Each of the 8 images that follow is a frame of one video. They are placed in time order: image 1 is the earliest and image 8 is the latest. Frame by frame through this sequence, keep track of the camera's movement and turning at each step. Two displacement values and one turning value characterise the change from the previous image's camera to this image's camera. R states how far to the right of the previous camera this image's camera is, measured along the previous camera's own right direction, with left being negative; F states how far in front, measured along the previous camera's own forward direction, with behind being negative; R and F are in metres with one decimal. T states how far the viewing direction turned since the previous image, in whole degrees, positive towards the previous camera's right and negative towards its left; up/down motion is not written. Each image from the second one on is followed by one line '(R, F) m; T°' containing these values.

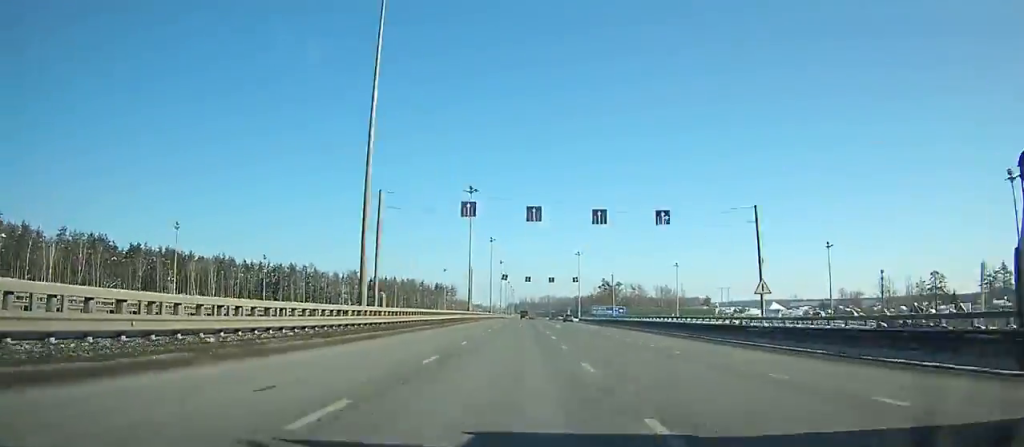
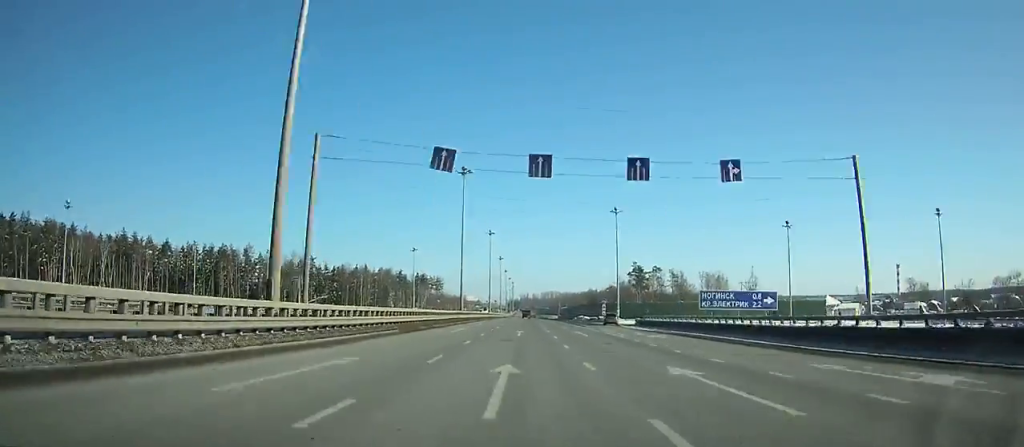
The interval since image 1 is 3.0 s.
(-0.1, +72.6) m; 0°
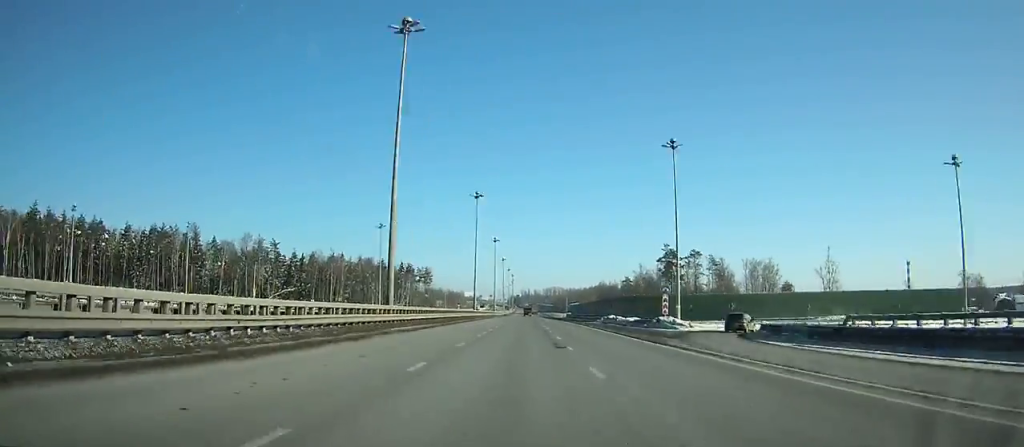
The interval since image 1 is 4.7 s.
(0.0, +41.4) m; 0°
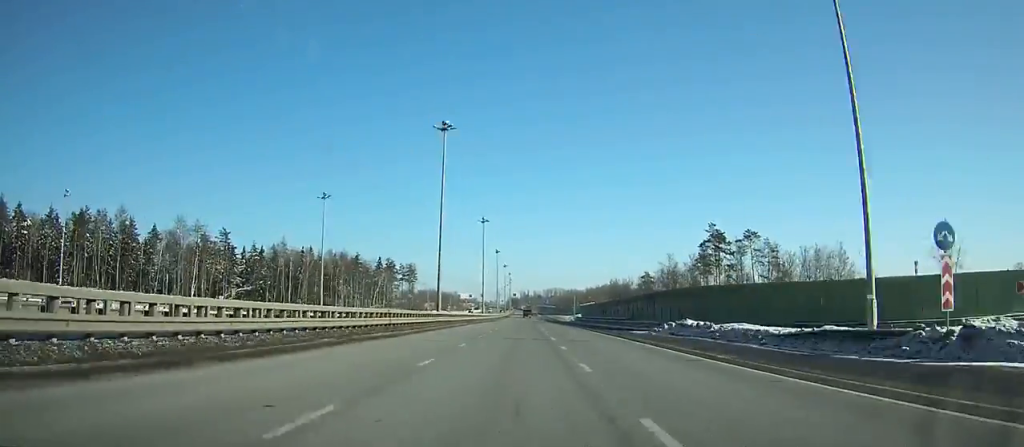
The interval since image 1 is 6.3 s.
(+0.1, +39.2) m; 0°
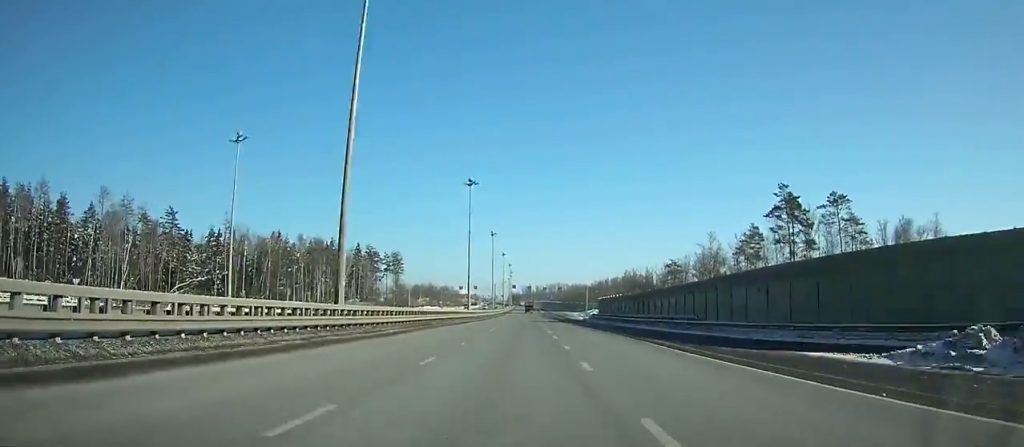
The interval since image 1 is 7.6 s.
(+0.1, +31.8) m; 0°
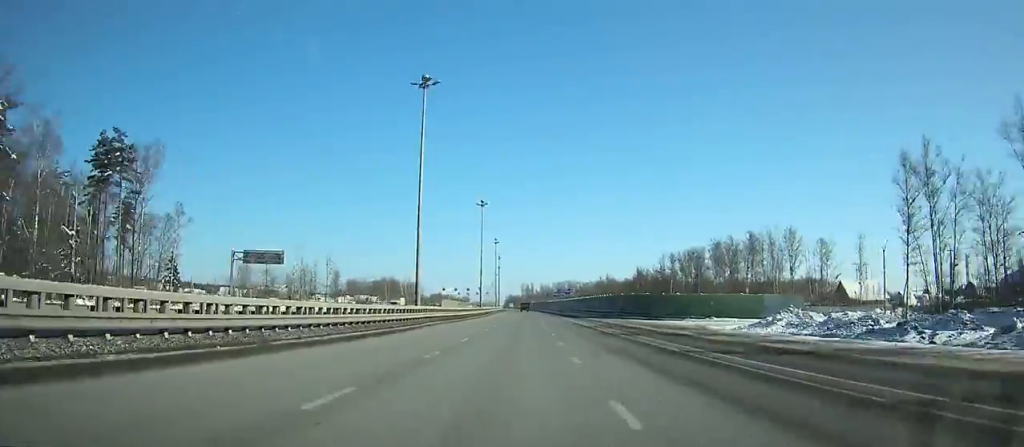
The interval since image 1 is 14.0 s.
(-0.1, +158.1) m; 0°
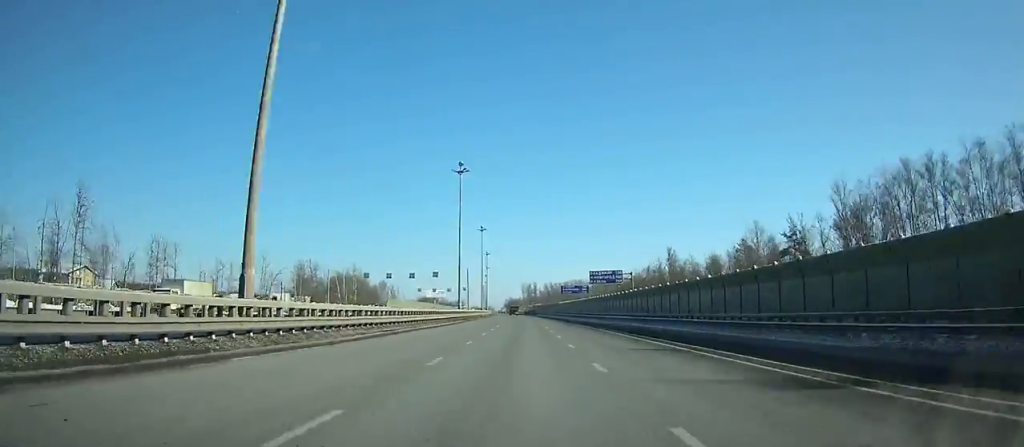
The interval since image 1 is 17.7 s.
(-0.6, +91.1) m; 0°
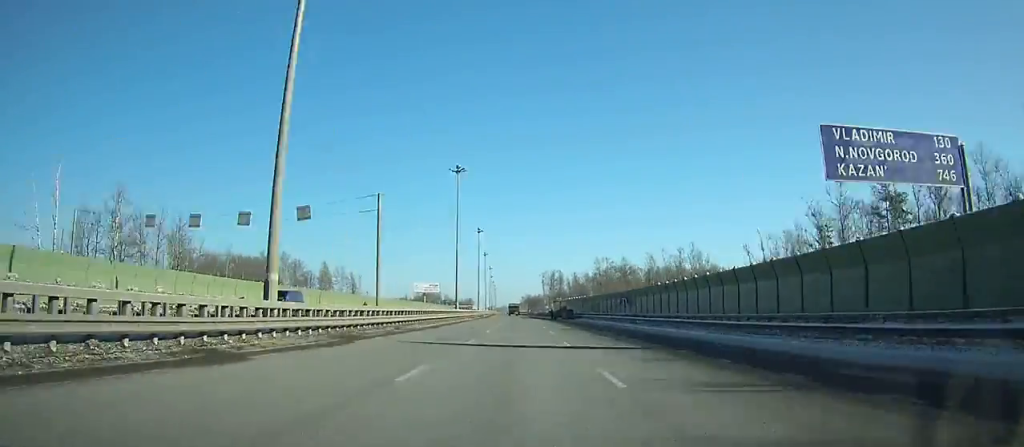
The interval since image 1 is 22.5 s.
(-0.7, +117.3) m; -1°
